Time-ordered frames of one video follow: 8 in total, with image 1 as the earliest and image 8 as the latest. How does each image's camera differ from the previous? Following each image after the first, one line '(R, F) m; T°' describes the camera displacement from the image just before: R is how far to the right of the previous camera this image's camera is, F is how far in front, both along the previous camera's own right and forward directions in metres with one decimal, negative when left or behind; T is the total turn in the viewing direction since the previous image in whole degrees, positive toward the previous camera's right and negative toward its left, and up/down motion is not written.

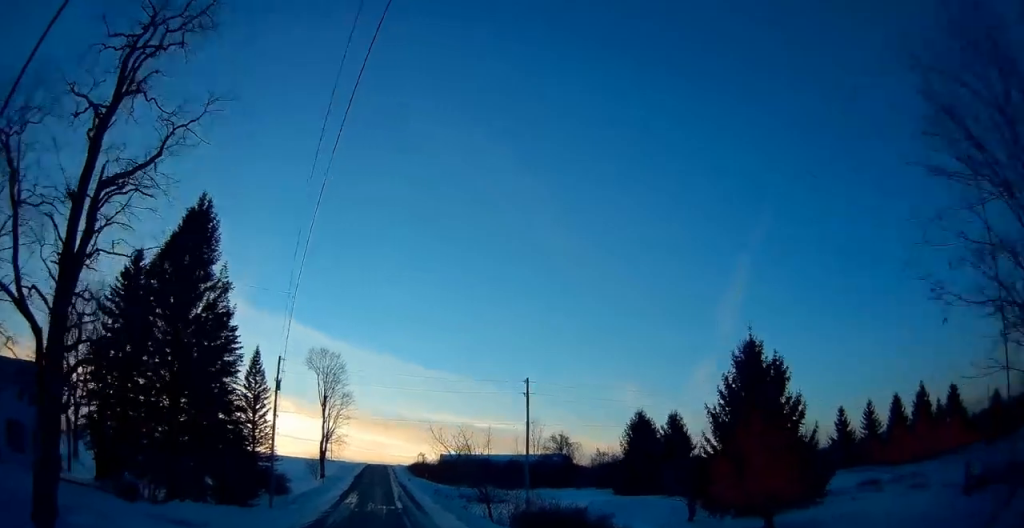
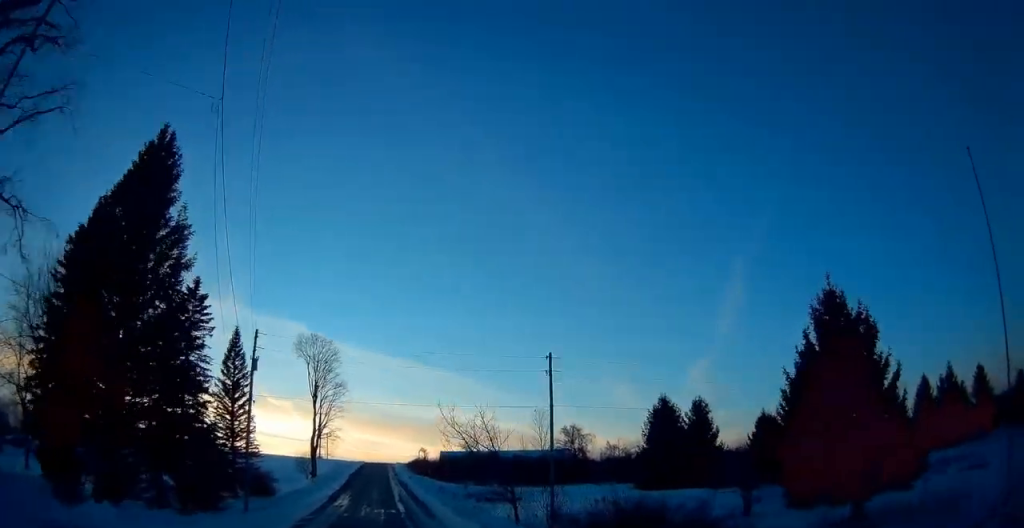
(-0.1, +7.7) m; -1°
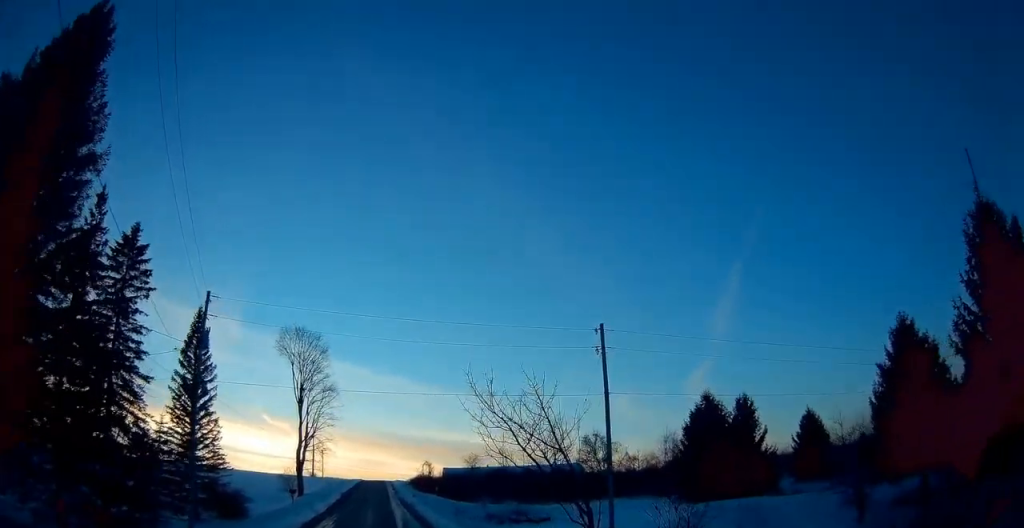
(-0.2, +10.9) m; +1°
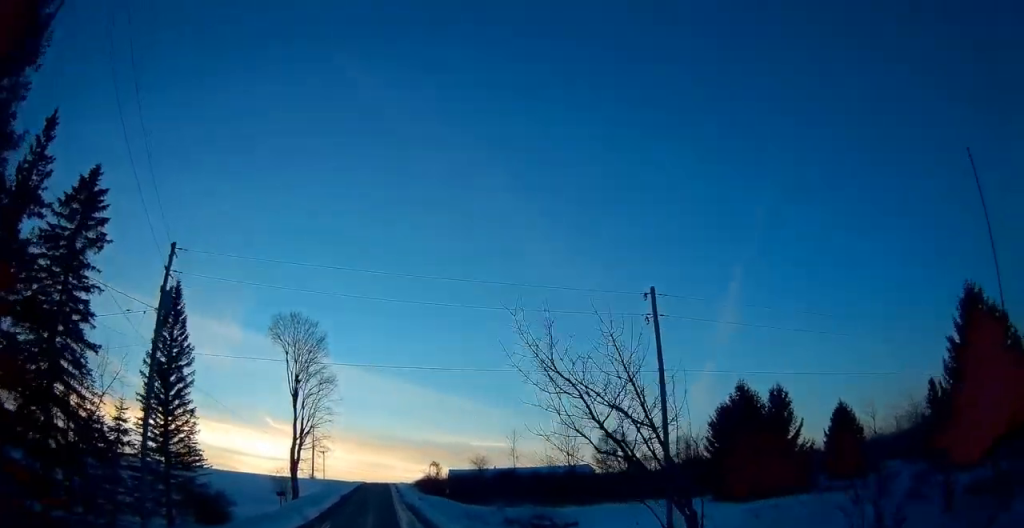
(+0.1, +6.0) m; +2°
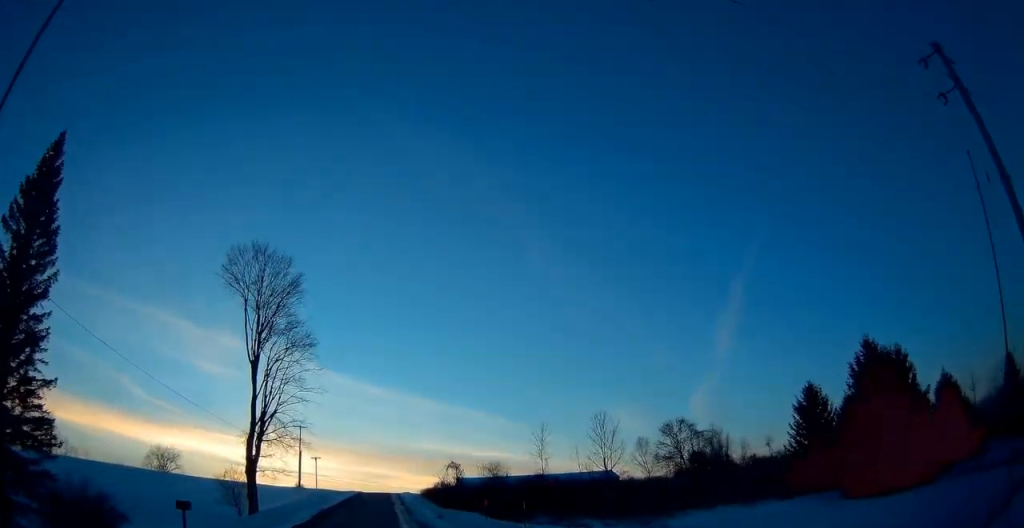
(+0.3, +18.0) m; -1°
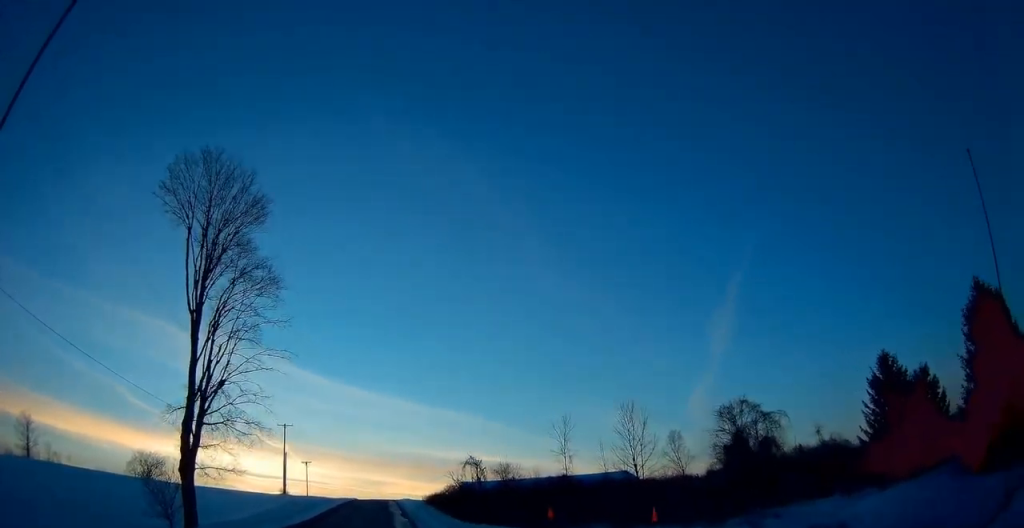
(-0.5, +12.3) m; 0°
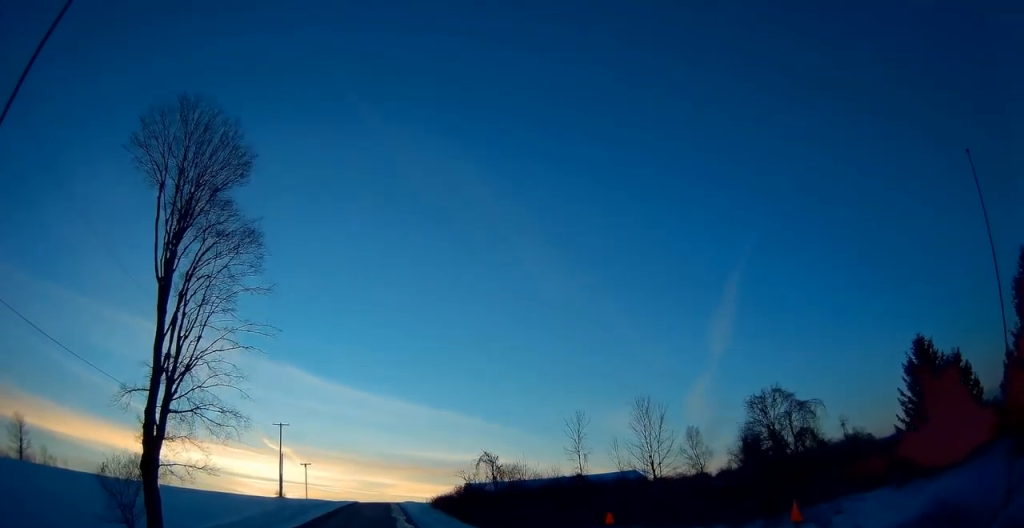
(+0.4, +4.7) m; 0°
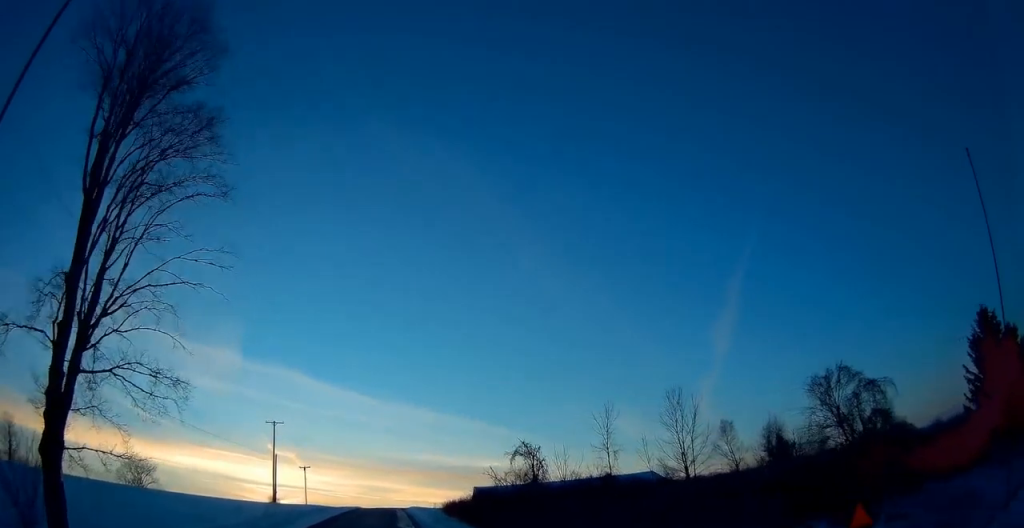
(0.0, +7.7) m; -1°
